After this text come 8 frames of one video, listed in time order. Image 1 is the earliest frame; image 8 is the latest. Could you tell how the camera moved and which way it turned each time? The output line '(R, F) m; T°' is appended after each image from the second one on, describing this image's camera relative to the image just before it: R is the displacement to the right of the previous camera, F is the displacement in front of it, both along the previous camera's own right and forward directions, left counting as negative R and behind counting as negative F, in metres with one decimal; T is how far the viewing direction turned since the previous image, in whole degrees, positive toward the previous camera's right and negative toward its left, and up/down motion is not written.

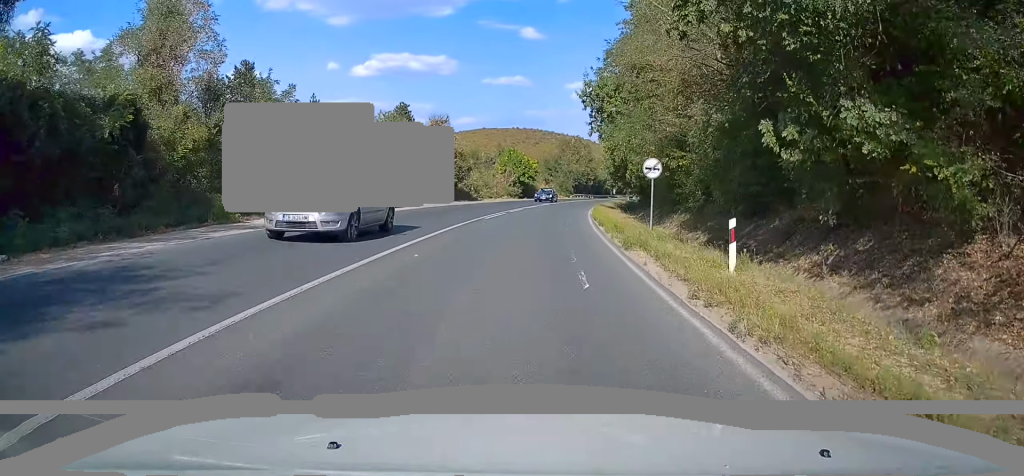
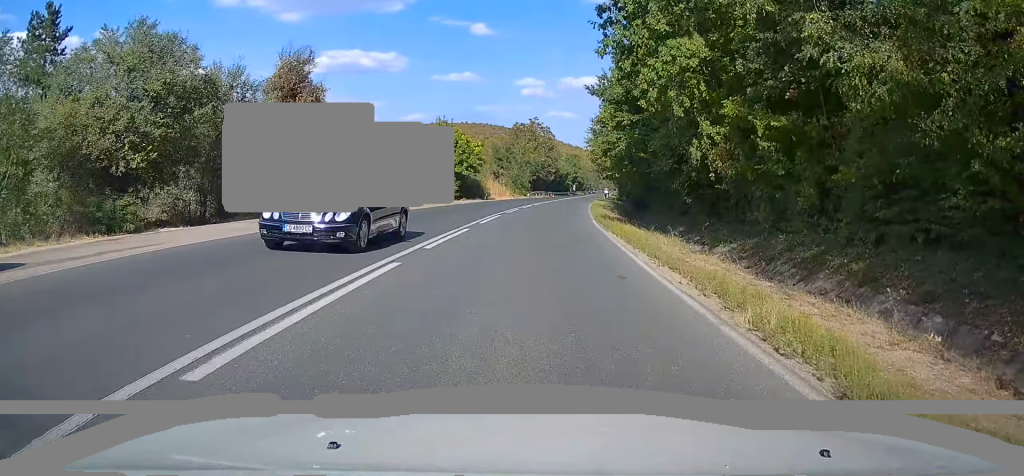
(+0.9, +28.5) m; +4°
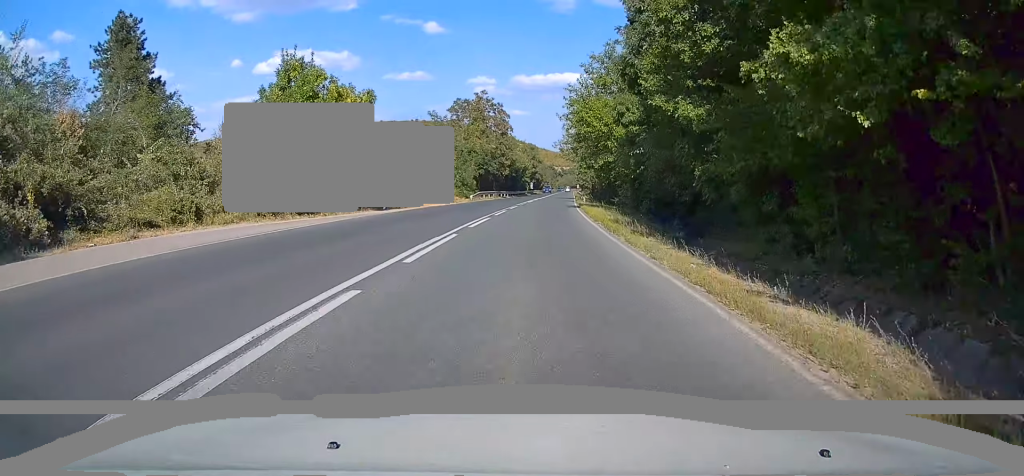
(+0.9, +28.8) m; +4°
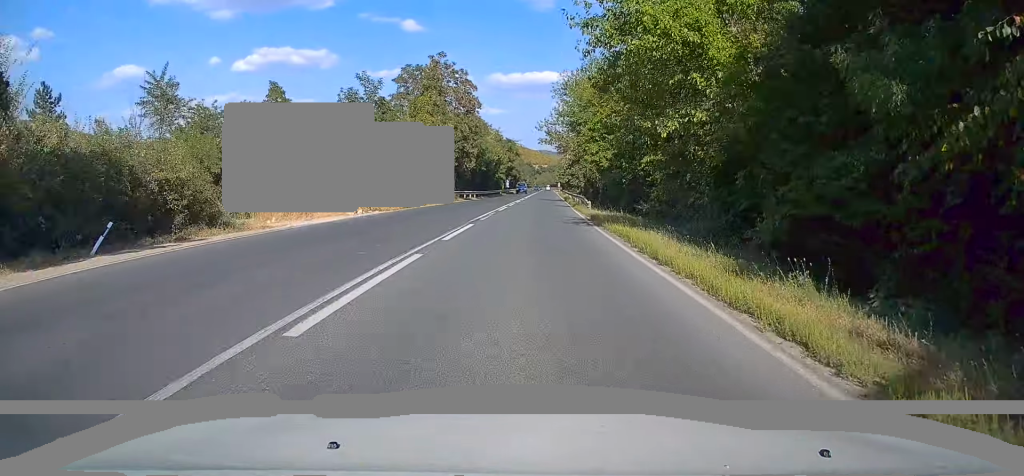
(+0.5, +22.5) m; +2°
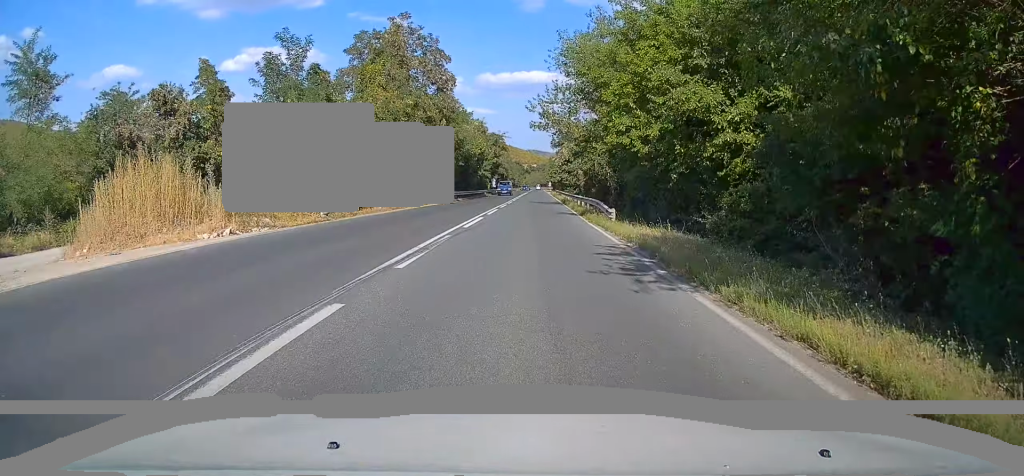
(+0.1, +13.6) m; +1°
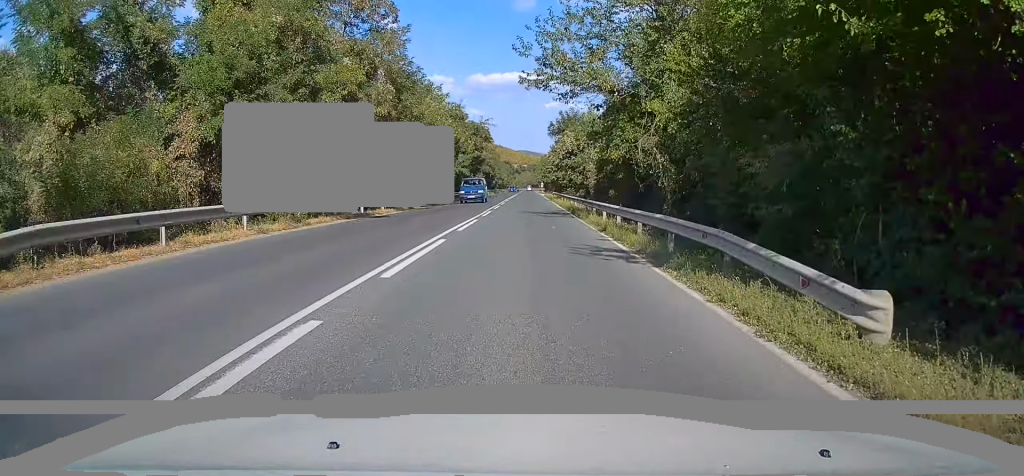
(+0.2, +18.4) m; +2°
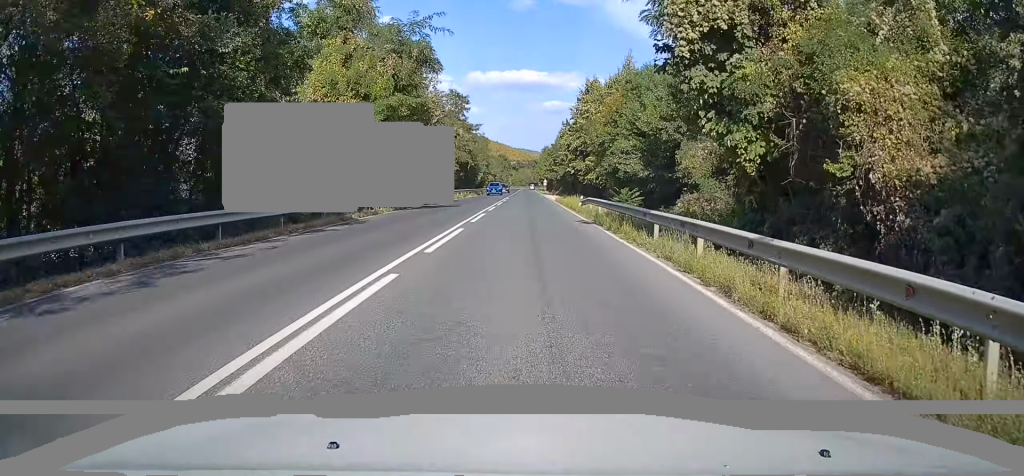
(+0.1, +41.6) m; 0°
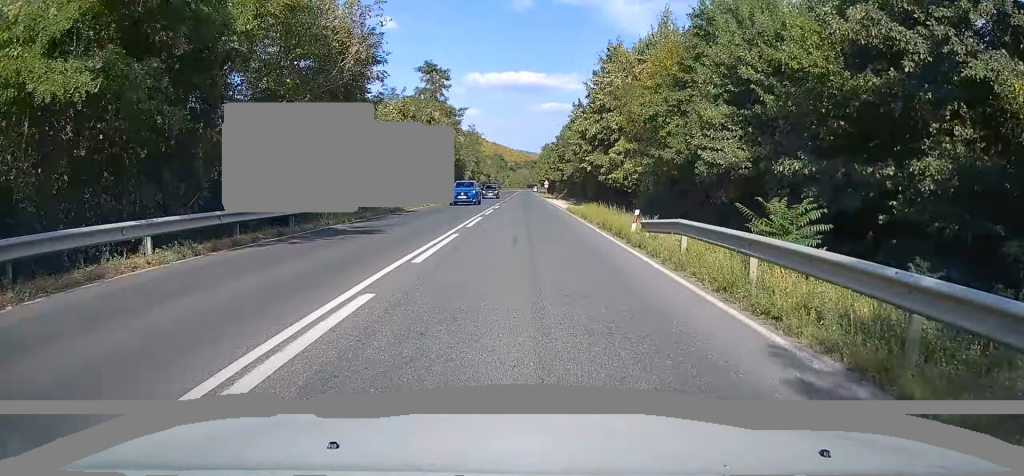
(+0.1, +19.0) m; 0°
